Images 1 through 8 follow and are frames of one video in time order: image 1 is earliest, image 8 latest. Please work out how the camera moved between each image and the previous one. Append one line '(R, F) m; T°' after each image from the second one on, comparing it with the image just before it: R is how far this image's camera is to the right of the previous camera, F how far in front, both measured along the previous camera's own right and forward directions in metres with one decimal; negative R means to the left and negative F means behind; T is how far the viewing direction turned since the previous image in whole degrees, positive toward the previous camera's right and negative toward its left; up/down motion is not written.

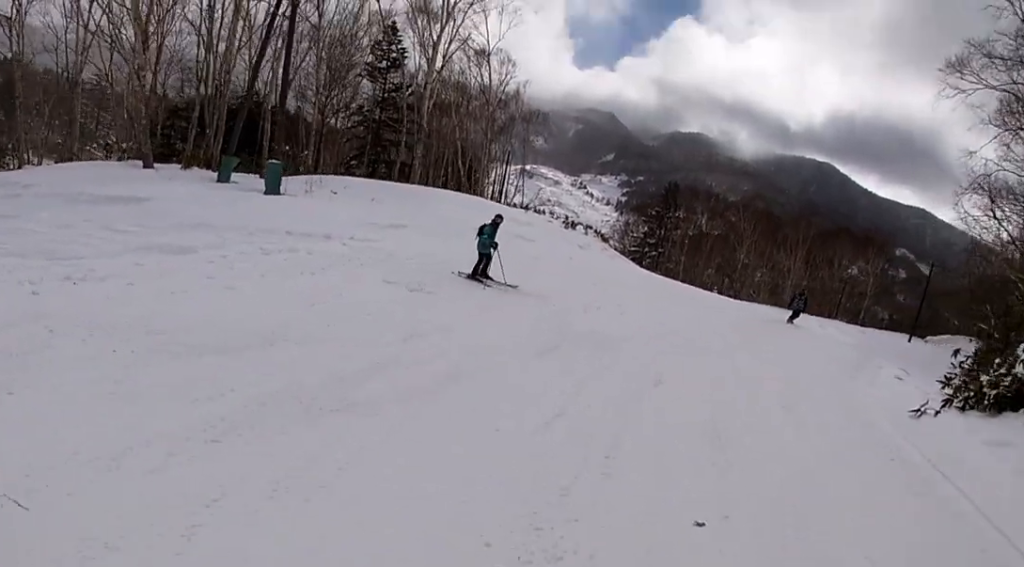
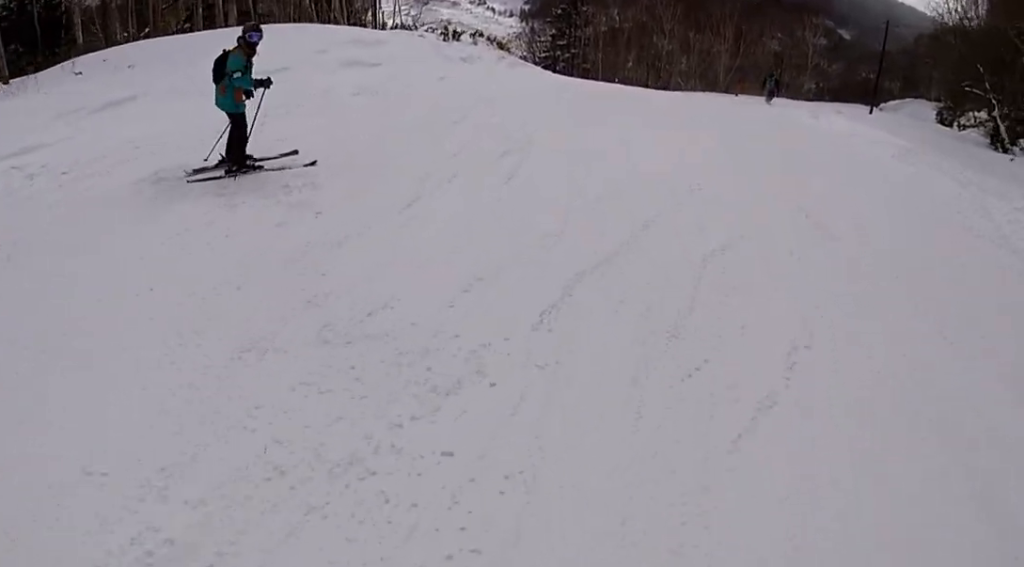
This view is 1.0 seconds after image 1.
(+0.1, +7.4) m; +7°
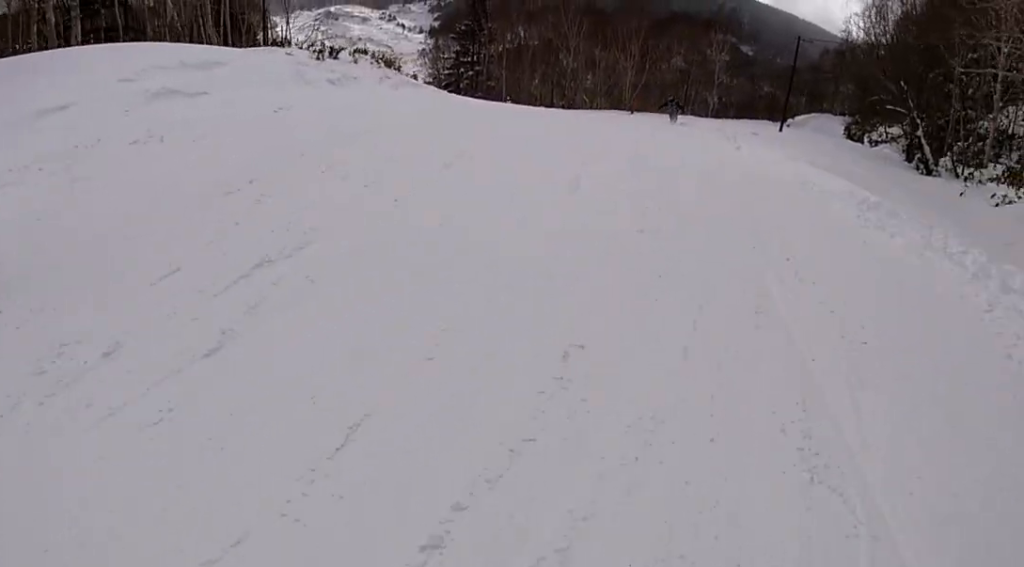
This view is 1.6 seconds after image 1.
(+0.4, +3.5) m; +5°
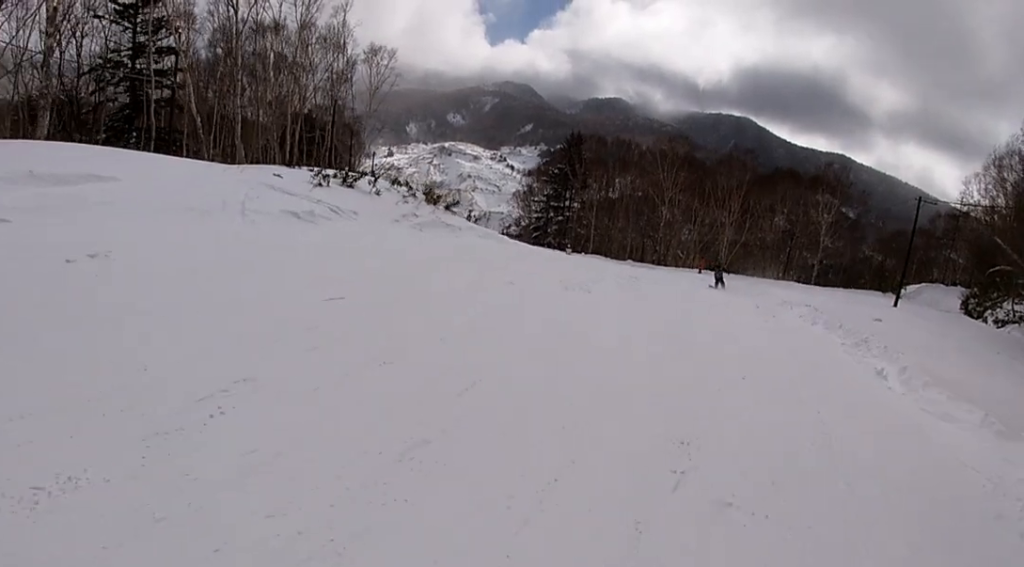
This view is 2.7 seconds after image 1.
(+0.5, +7.3) m; 0°
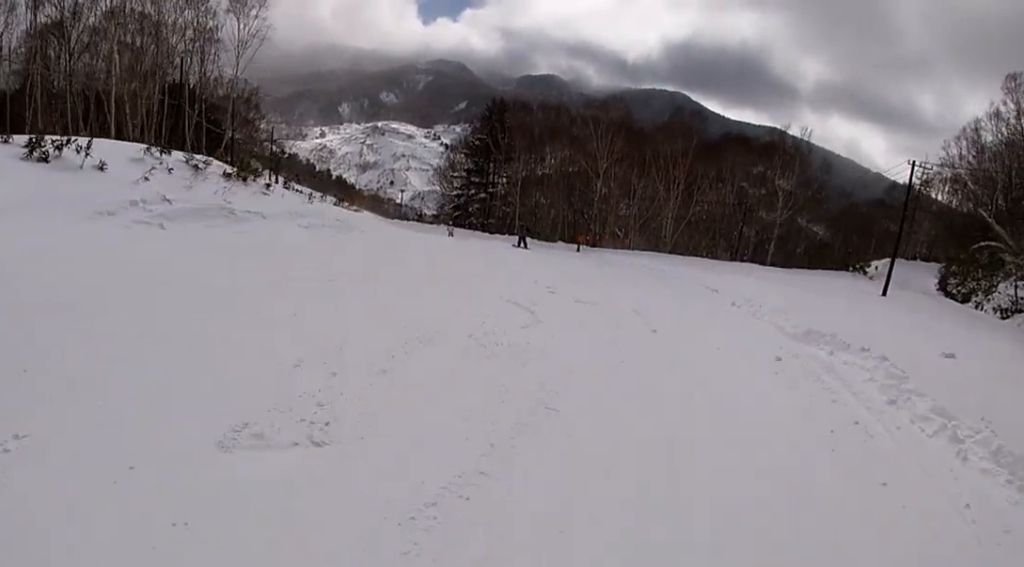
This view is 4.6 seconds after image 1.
(-0.3, +10.9) m; -2°
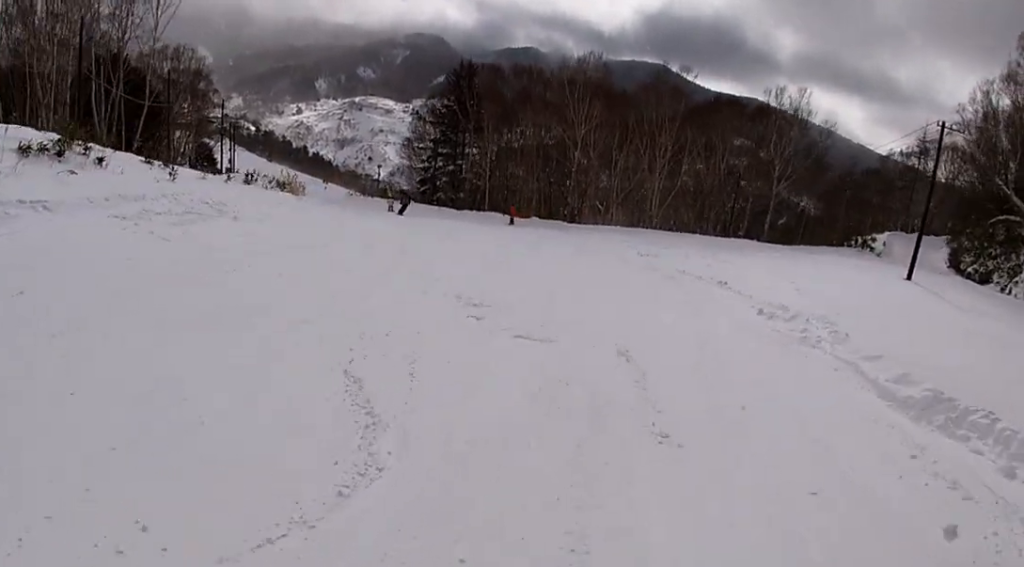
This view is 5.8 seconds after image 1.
(-0.4, +6.4) m; 0°
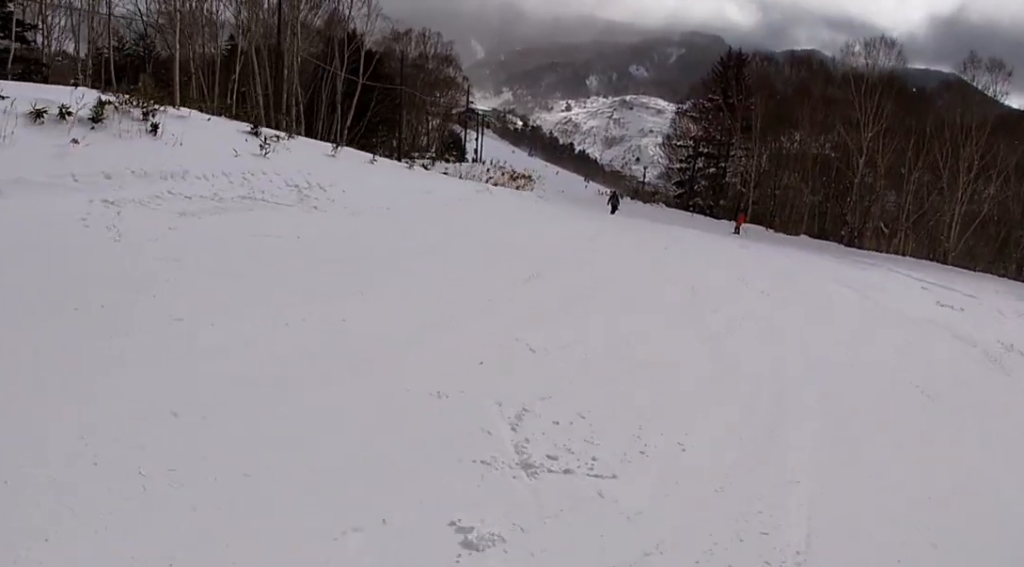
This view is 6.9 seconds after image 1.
(+0.5, +6.0) m; -11°
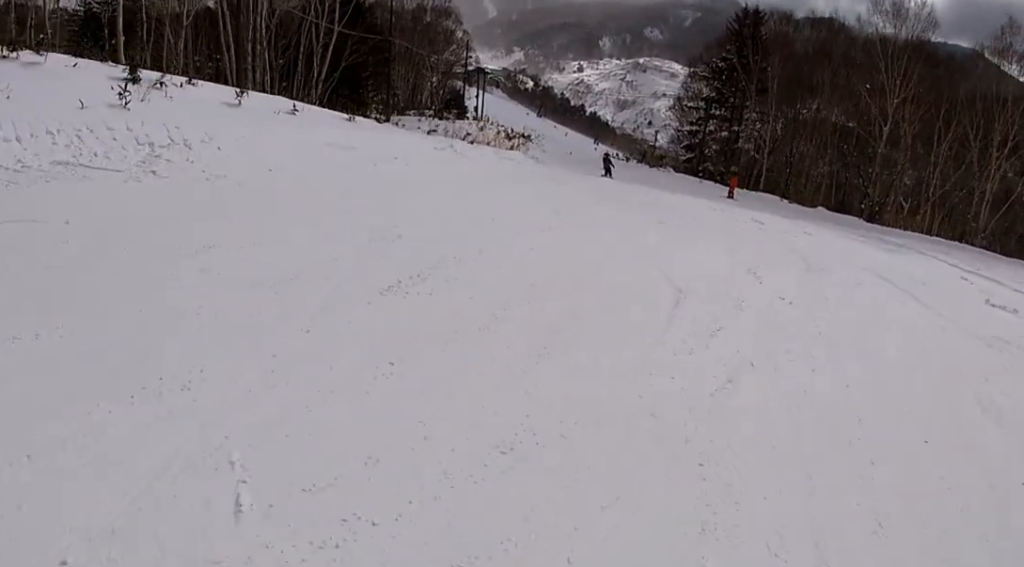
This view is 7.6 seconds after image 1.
(-1.0, +3.4) m; -6°
